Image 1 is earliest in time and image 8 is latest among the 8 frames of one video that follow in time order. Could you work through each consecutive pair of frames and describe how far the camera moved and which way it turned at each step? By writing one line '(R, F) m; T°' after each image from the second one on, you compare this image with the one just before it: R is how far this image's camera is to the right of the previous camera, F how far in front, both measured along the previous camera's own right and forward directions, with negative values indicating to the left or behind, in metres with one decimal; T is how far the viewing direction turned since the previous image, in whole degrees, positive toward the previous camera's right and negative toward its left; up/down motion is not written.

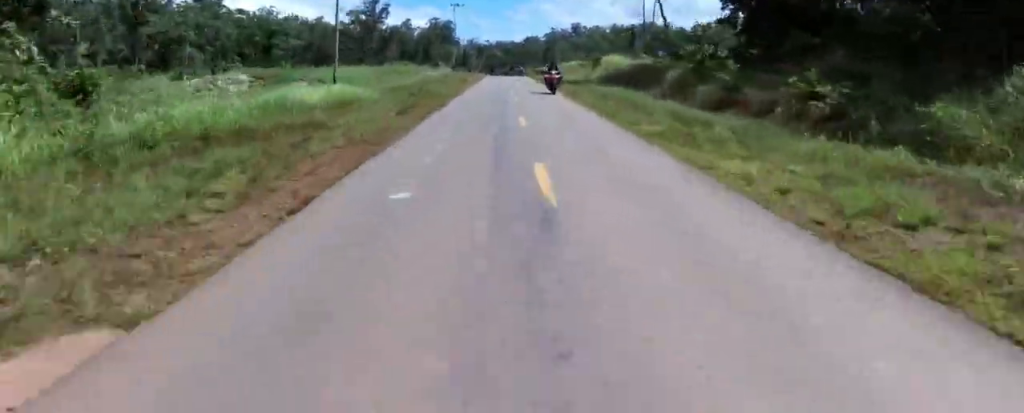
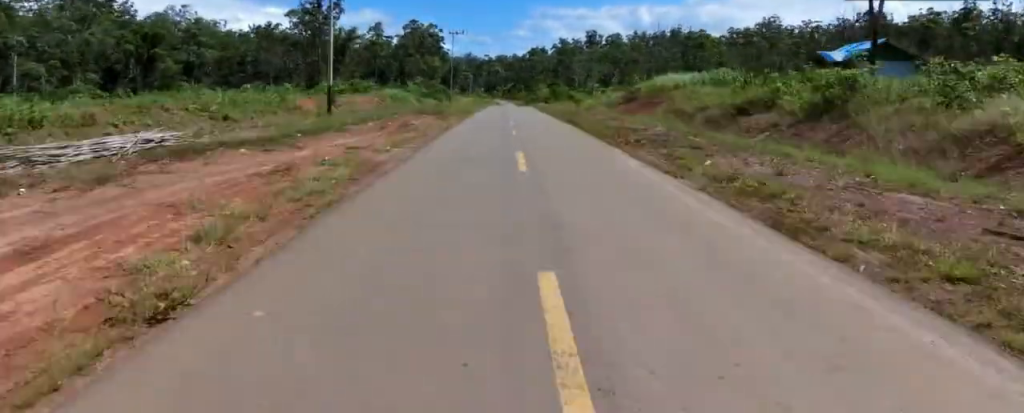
(-2.0, +59.3) m; 0°
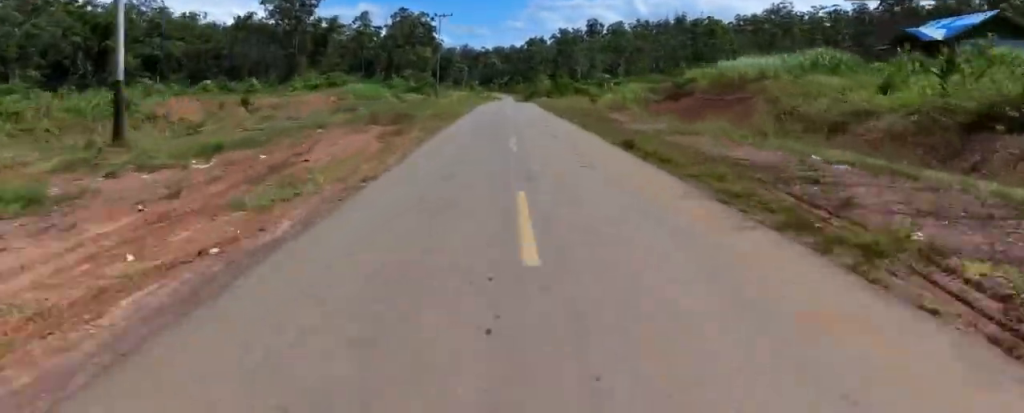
(-0.1, +13.1) m; +2°
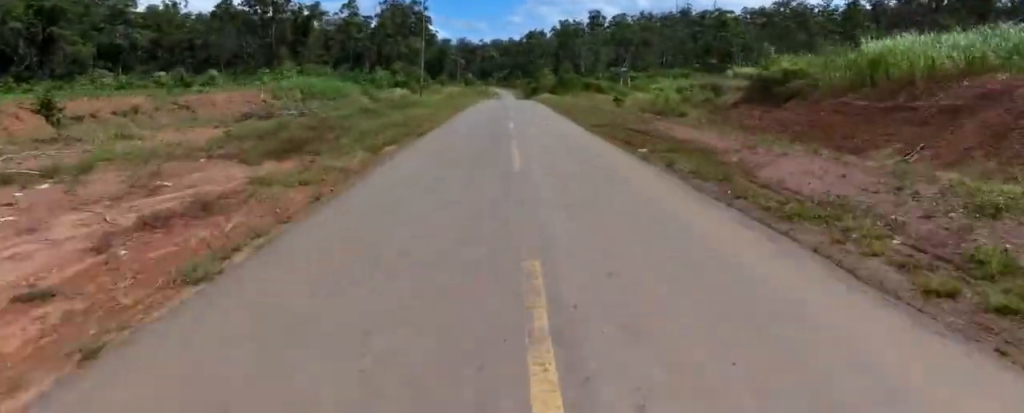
(+0.1, +11.8) m; +1°
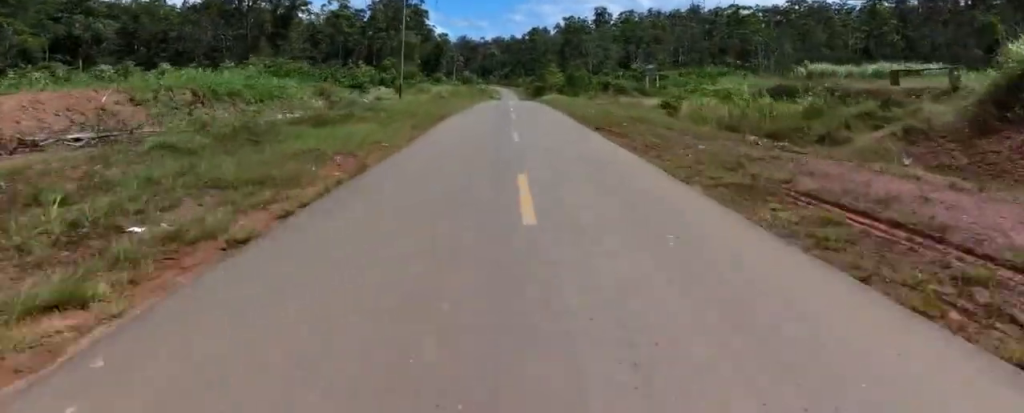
(+0.7, +11.3) m; 0°
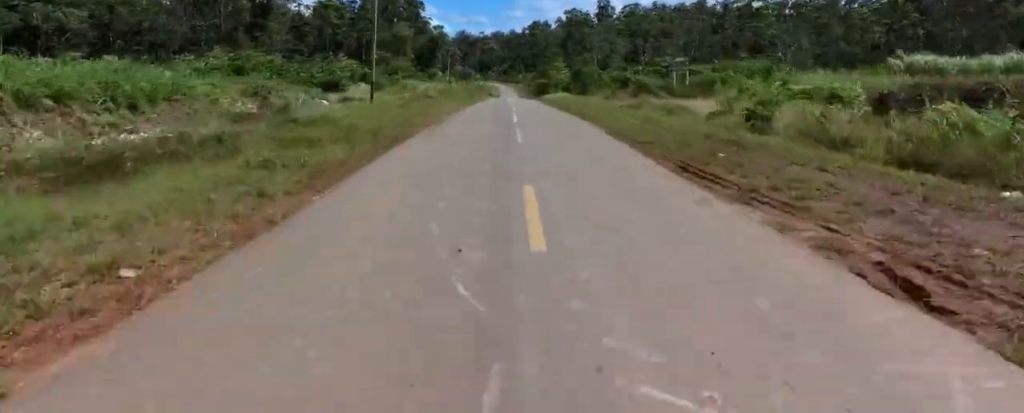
(+0.3, +9.1) m; 0°
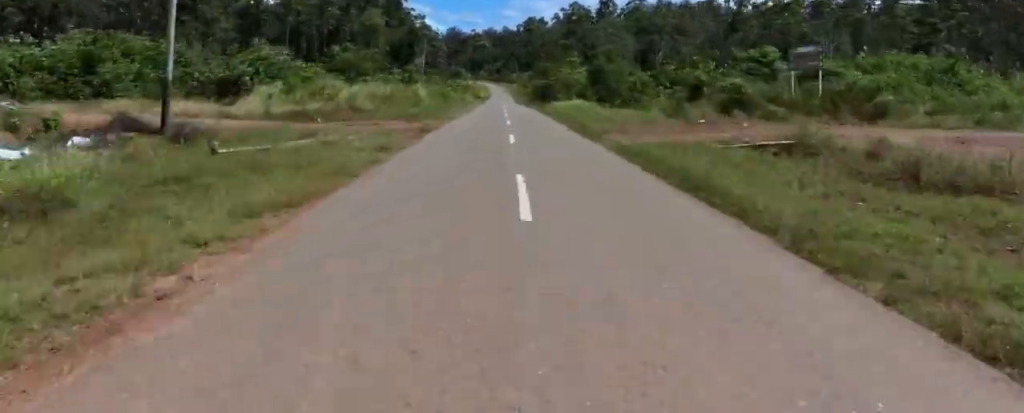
(-1.1, +20.0) m; -3°
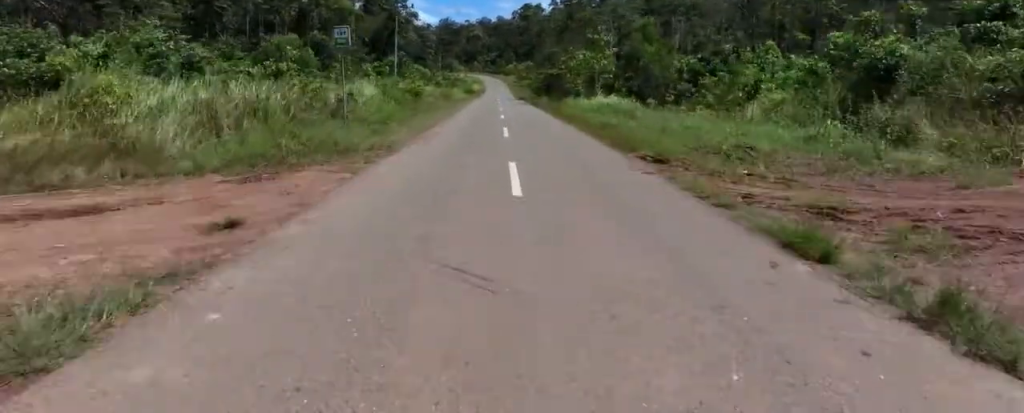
(0.0, +14.9) m; +1°
